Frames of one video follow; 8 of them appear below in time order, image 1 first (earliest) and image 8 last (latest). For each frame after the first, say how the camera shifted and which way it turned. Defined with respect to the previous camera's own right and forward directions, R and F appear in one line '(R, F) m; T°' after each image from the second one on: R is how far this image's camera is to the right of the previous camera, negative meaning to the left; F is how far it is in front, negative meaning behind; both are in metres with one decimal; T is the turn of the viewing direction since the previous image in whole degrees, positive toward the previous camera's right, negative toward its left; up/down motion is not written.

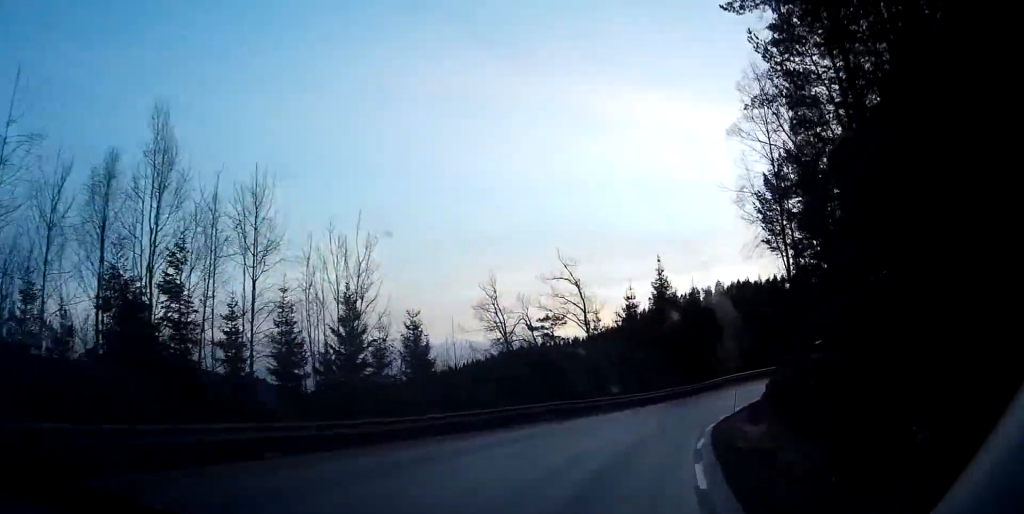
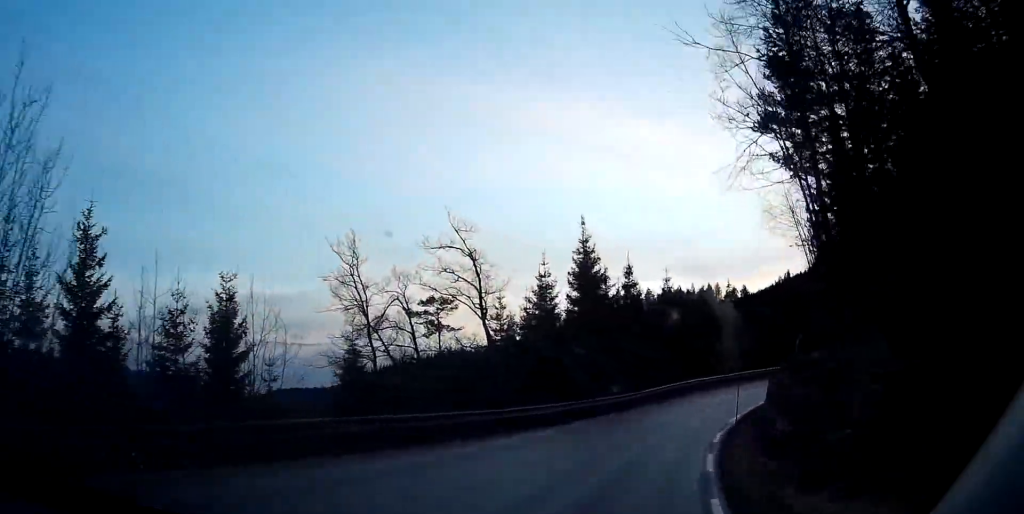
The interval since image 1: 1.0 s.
(+0.5, +15.3) m; +7°
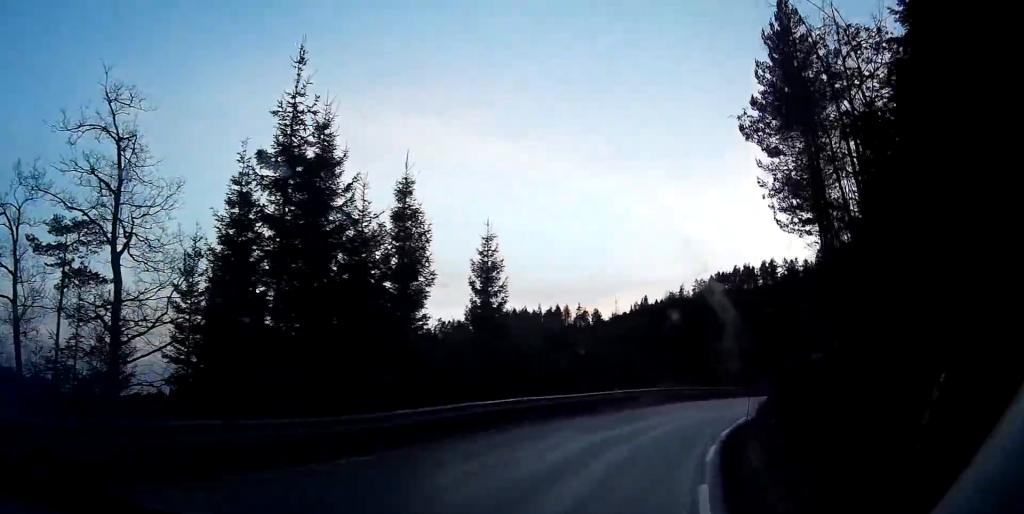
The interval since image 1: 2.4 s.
(+3.2, +21.6) m; +16°
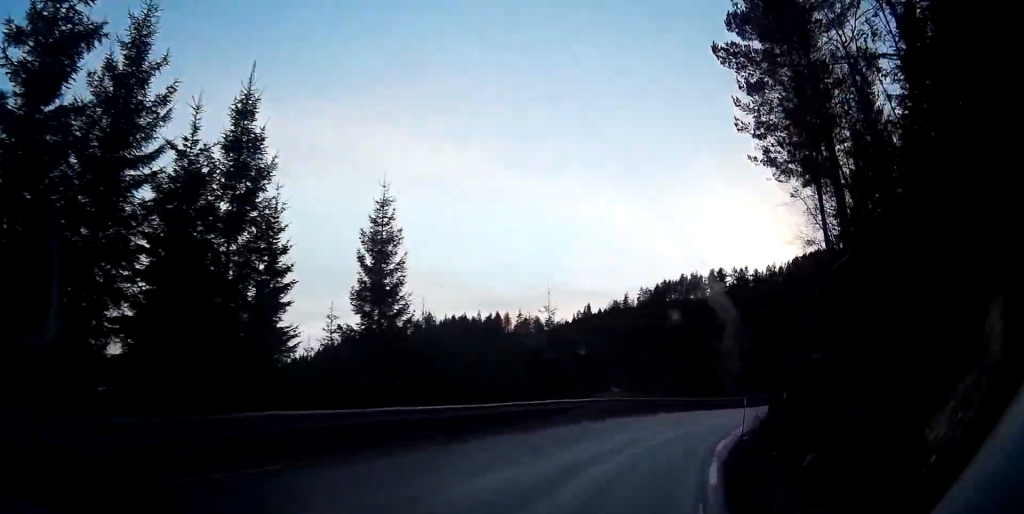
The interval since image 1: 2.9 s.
(+0.5, +7.9) m; +5°
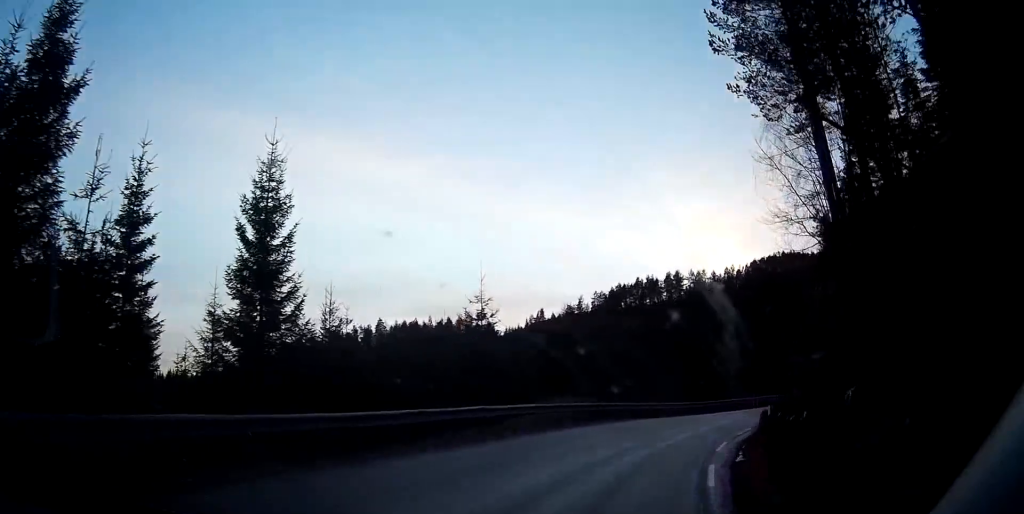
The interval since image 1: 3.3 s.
(+0.2, +5.9) m; +4°
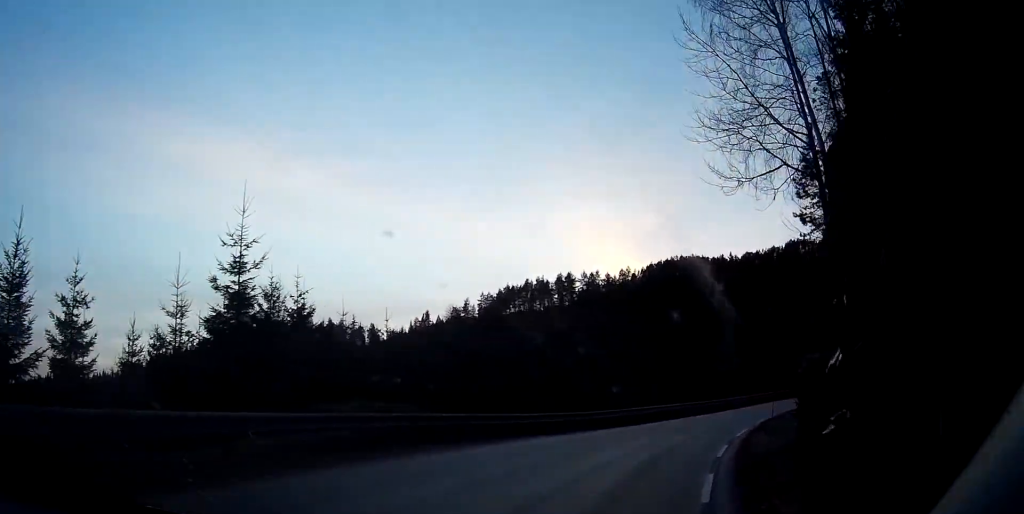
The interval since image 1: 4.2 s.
(+0.6, +12.9) m; +7°
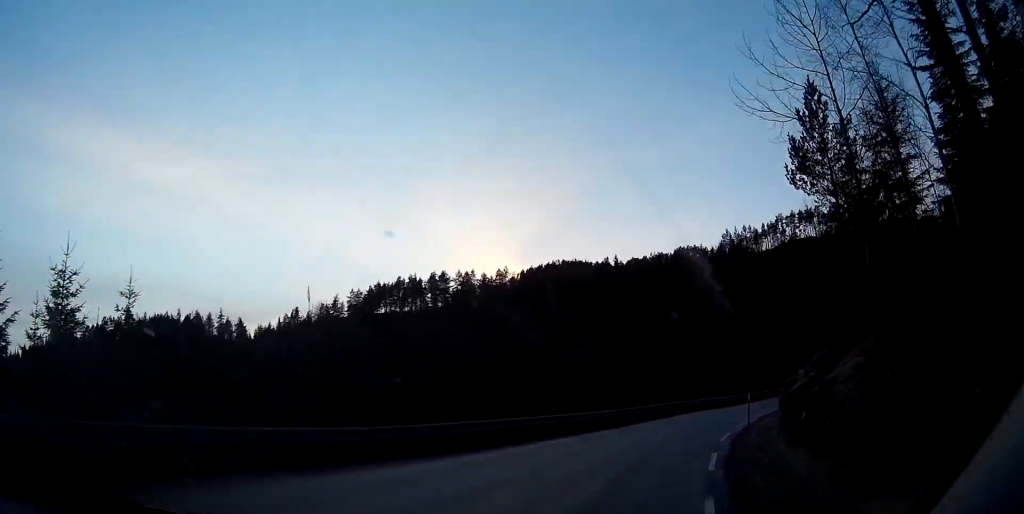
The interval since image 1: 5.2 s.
(+1.1, +14.3) m; +7°
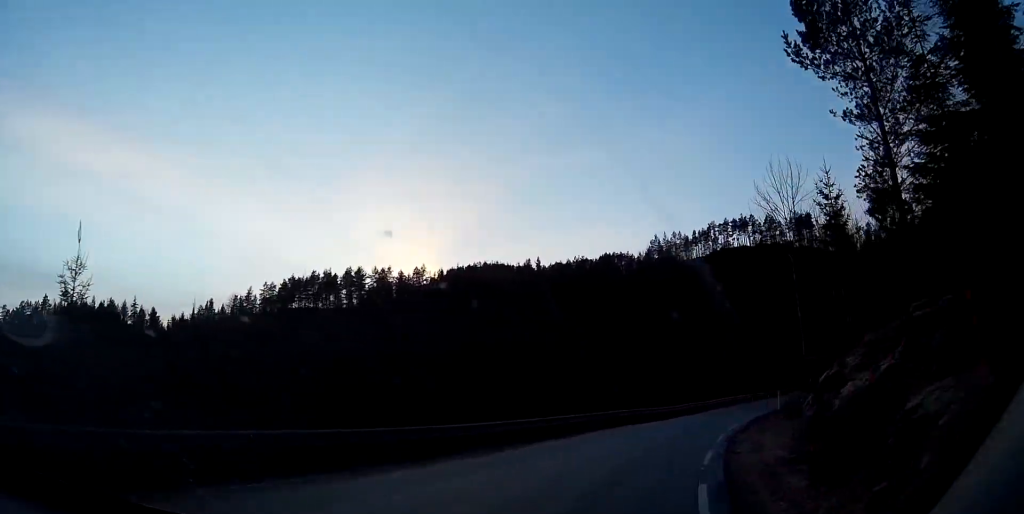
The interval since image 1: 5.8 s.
(+0.4, +9.8) m; +4°
